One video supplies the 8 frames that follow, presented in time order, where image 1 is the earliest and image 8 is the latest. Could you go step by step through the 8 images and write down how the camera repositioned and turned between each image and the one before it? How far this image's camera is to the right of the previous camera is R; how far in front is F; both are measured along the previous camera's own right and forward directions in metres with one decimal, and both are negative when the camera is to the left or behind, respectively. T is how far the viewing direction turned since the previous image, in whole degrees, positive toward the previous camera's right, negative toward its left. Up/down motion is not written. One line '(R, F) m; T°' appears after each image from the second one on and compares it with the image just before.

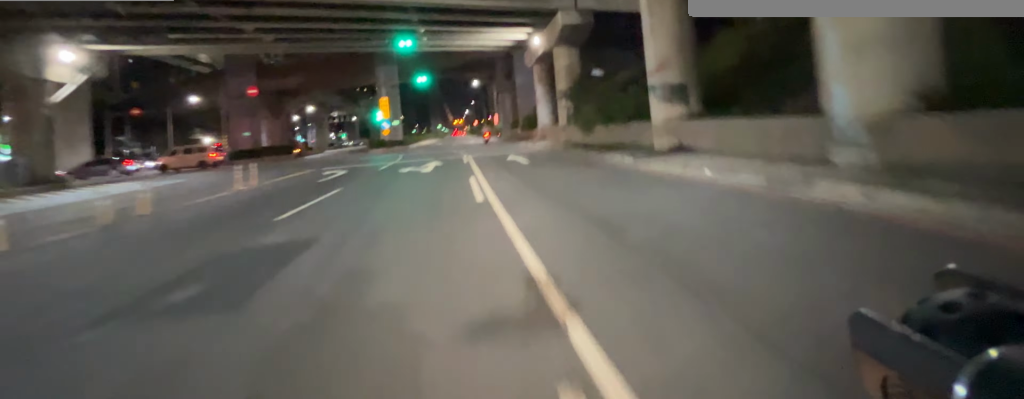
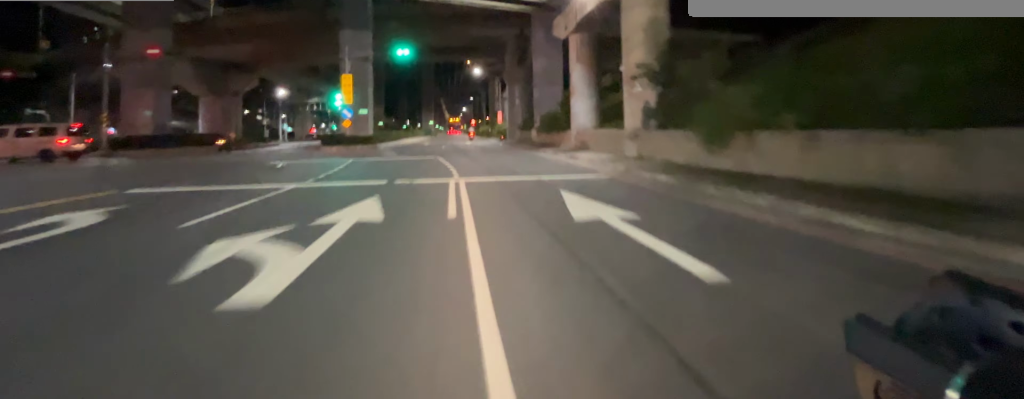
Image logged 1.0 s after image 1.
(+0.4, +12.9) m; +1°
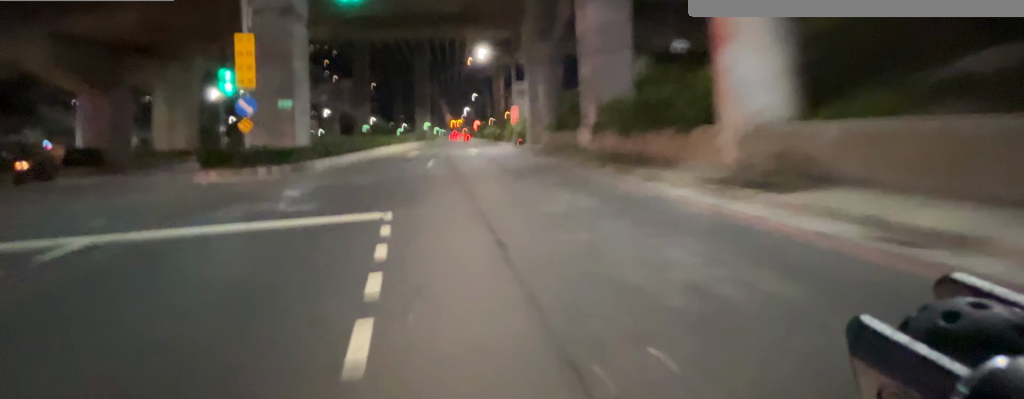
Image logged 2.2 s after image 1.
(-0.2, +15.8) m; -1°
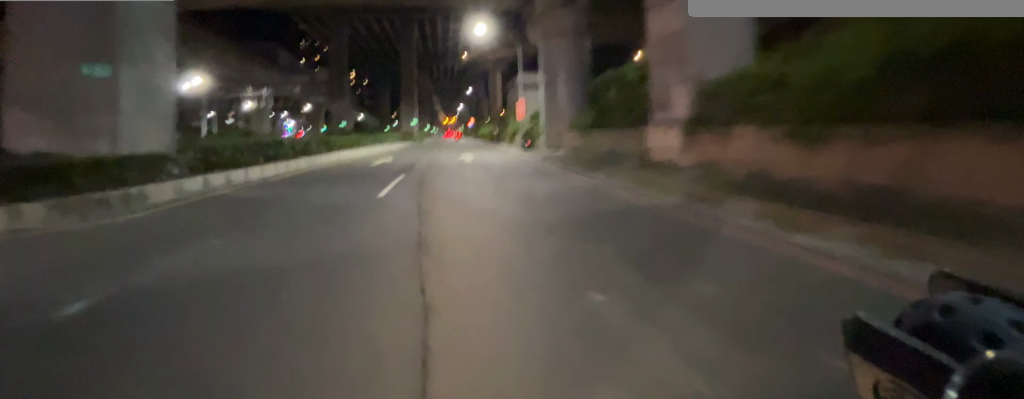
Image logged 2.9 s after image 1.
(+0.1, +9.6) m; +1°
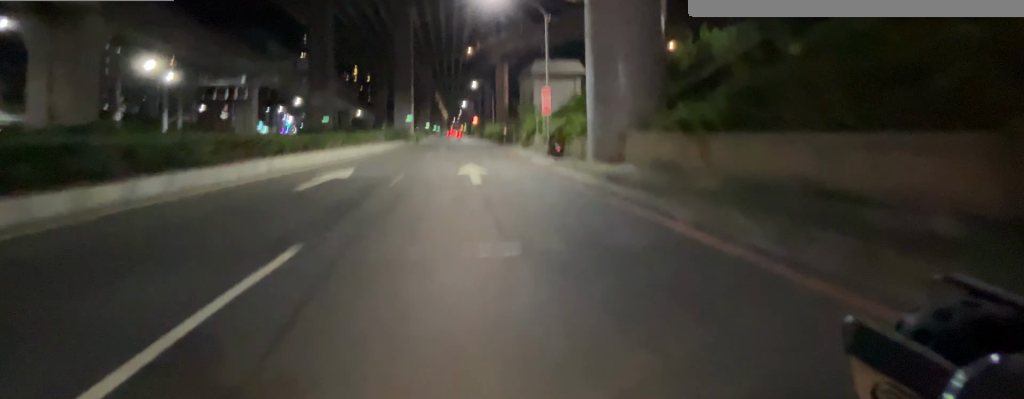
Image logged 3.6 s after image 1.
(+0.1, +9.1) m; +1°
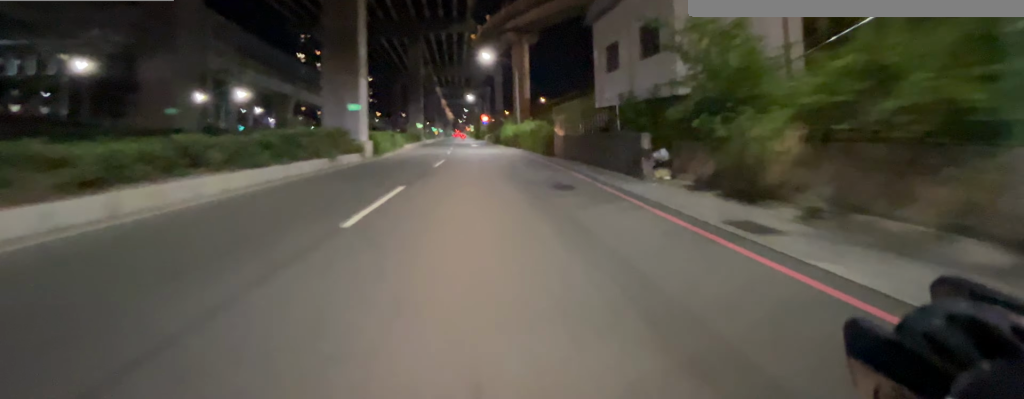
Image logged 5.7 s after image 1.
(+0.4, +24.1) m; +1°
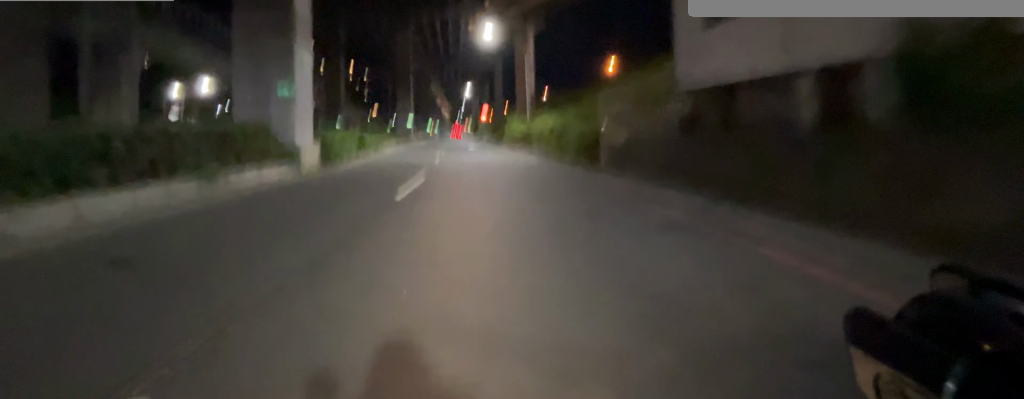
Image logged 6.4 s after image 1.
(0.0, +6.9) m; 0°
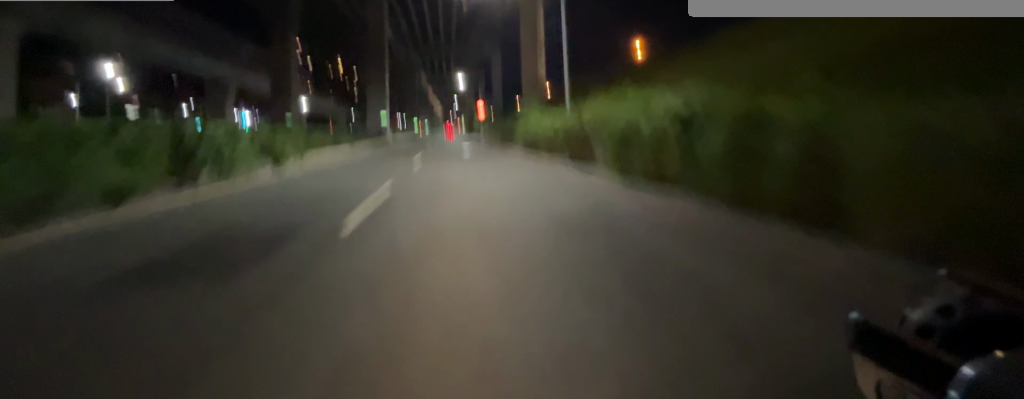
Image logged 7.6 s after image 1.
(-0.1, +10.4) m; -1°
